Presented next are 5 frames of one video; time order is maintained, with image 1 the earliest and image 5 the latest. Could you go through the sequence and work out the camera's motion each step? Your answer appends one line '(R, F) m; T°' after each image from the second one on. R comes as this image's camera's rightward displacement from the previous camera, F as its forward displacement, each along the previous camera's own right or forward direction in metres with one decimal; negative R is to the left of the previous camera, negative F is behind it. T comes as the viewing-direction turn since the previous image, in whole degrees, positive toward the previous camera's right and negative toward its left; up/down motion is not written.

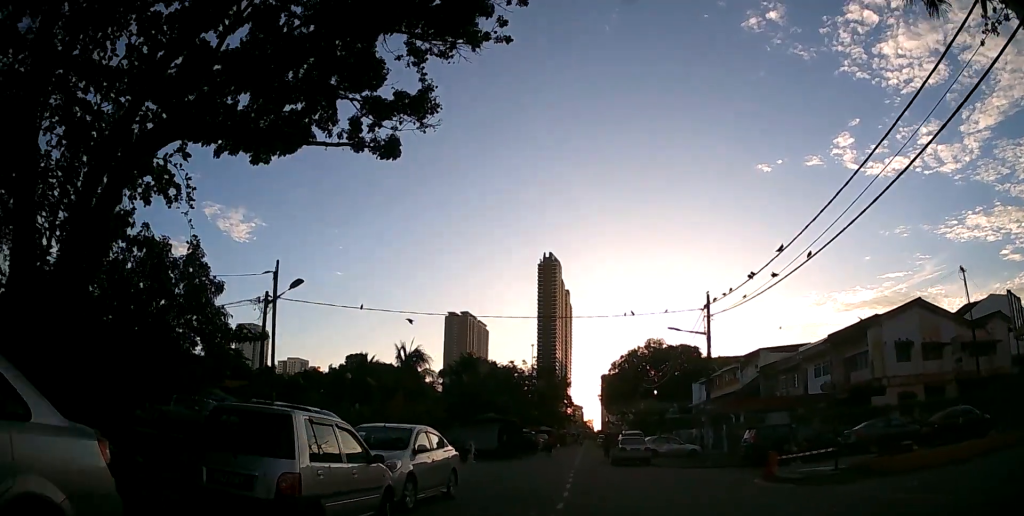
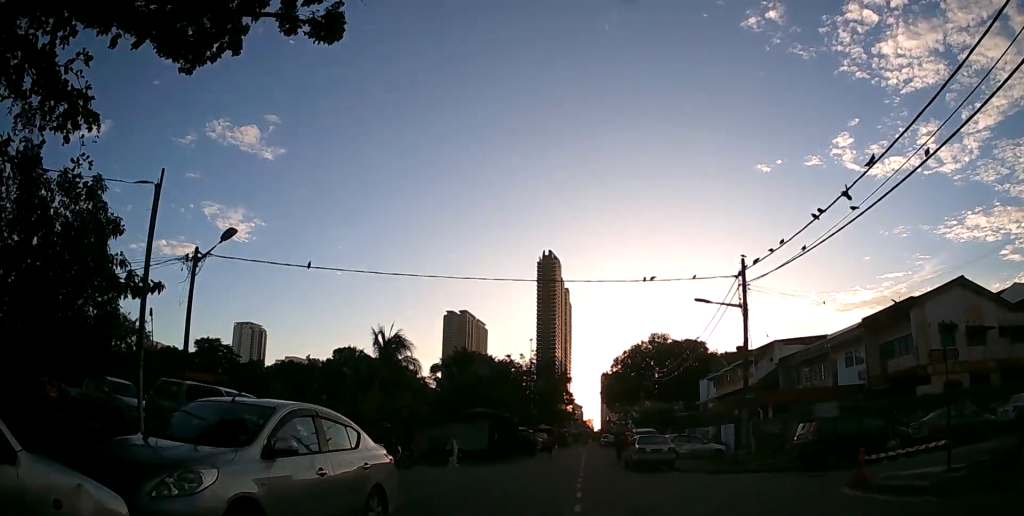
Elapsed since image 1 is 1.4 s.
(0.0, +5.3) m; -1°
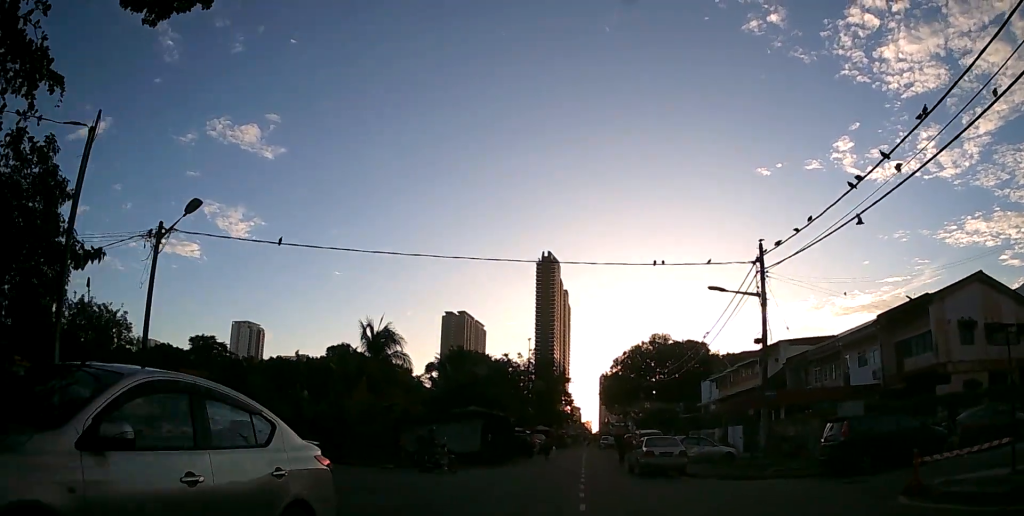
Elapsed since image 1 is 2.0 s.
(0.0, +2.1) m; -1°
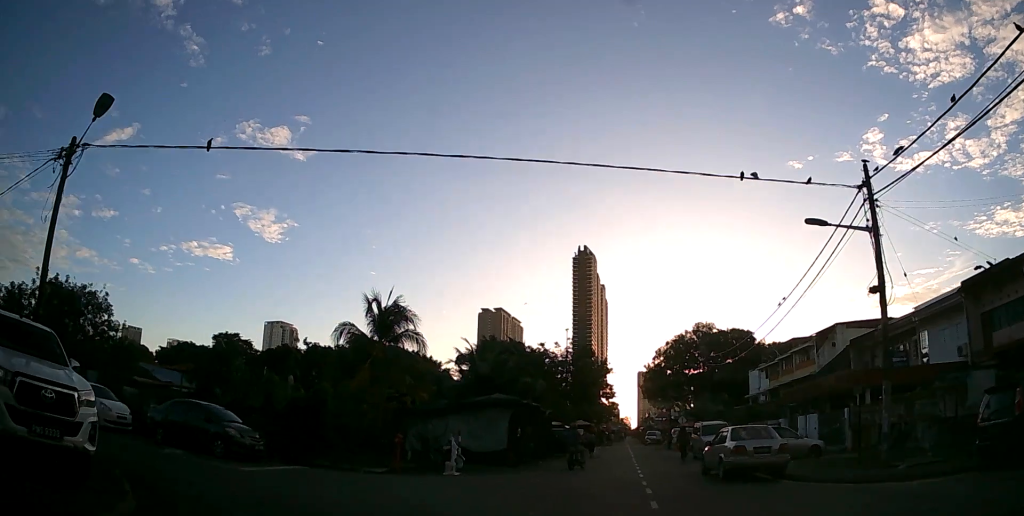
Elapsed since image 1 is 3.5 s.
(-0.1, +5.9) m; -2°
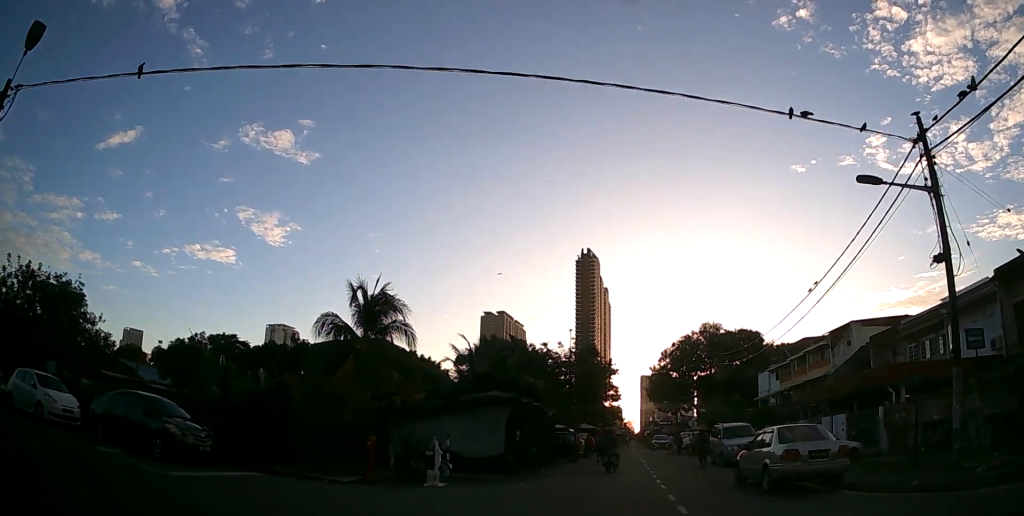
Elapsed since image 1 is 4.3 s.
(0.0, +2.9) m; +1°
